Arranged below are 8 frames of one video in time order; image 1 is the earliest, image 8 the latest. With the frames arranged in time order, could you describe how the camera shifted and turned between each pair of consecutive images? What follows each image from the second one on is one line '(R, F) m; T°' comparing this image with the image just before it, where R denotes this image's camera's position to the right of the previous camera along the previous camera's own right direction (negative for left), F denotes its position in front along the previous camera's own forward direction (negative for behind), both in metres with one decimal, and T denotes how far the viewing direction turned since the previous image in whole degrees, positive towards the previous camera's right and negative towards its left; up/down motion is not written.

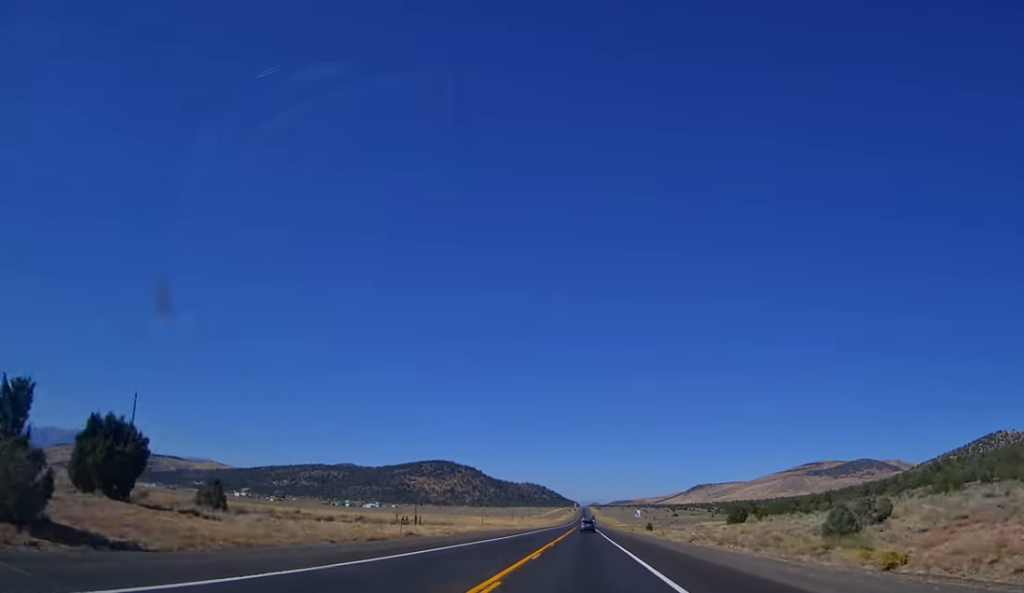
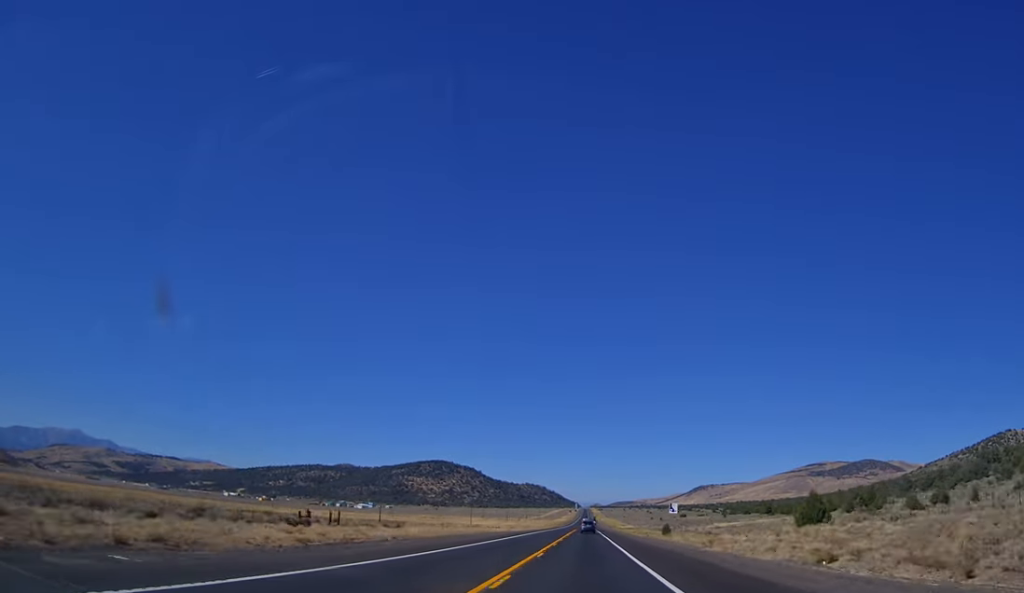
(0.0, +34.9) m; 0°
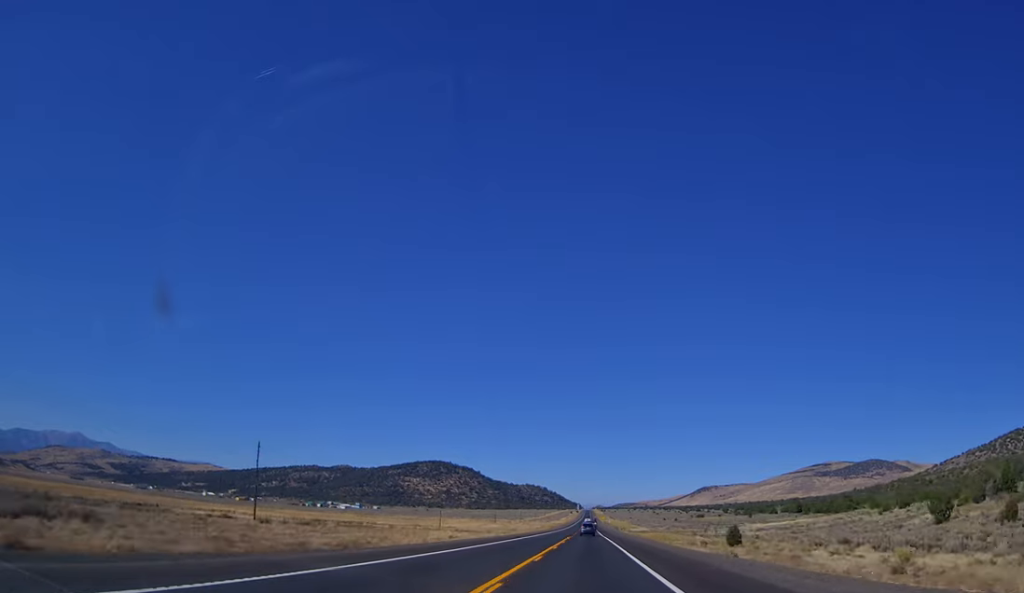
(+0.2, +63.8) m; 0°
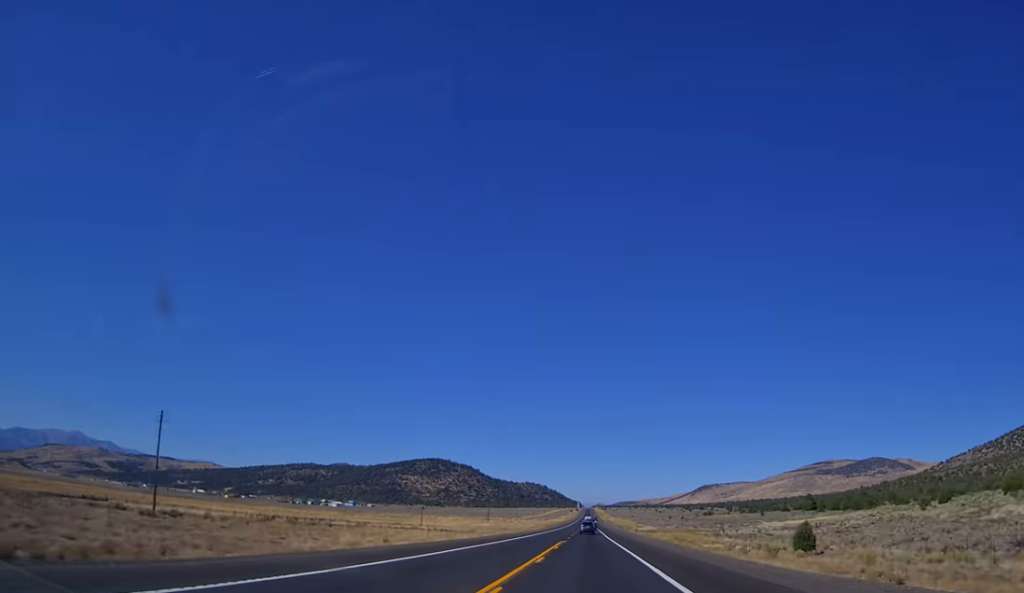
(0.0, +25.5) m; 0°
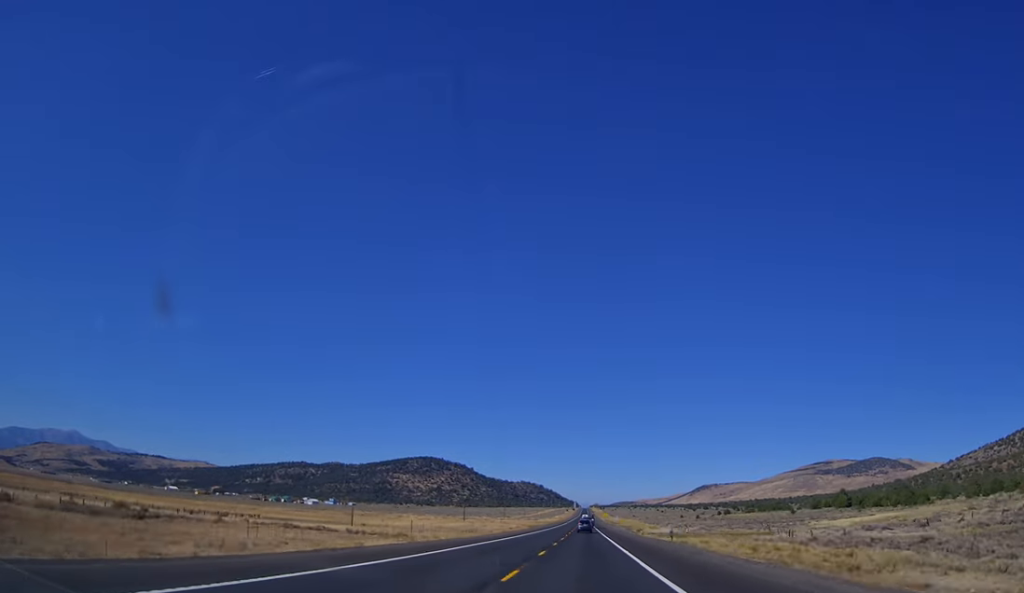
(-0.3, +56.4) m; -1°
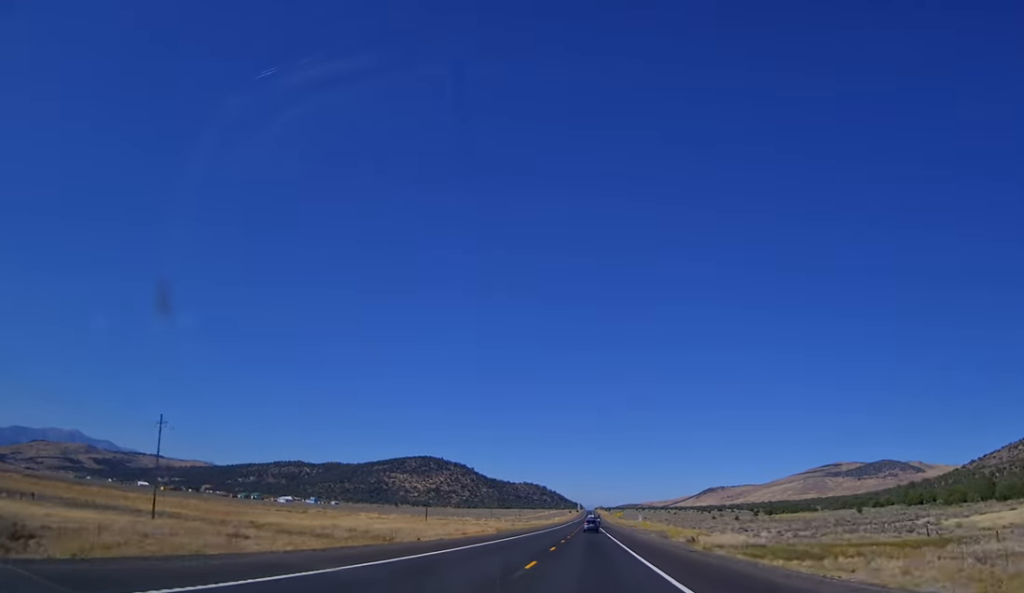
(-0.3, +69.5) m; 0°
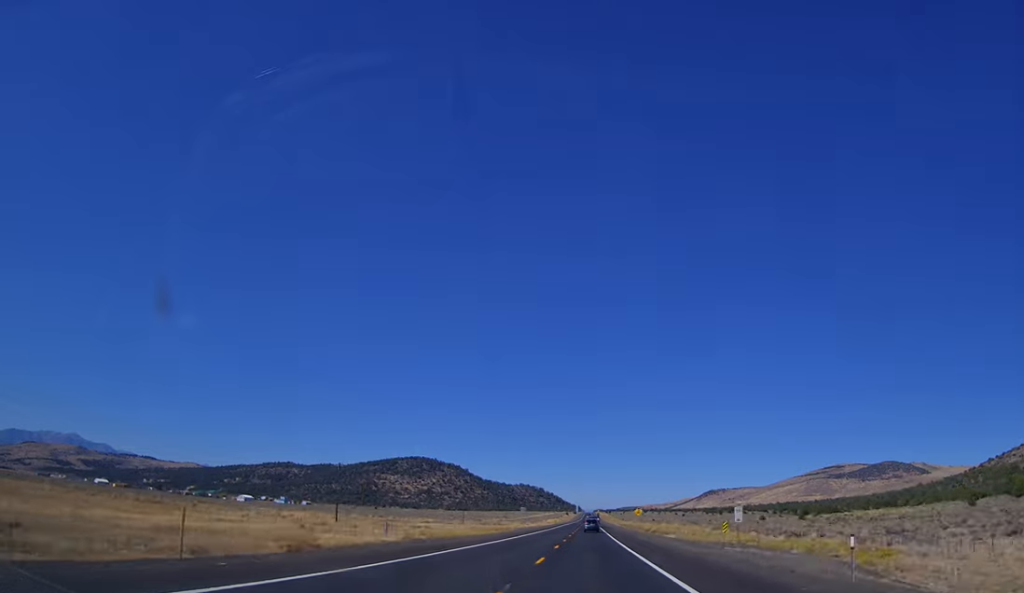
(+0.1, +71.5) m; 0°
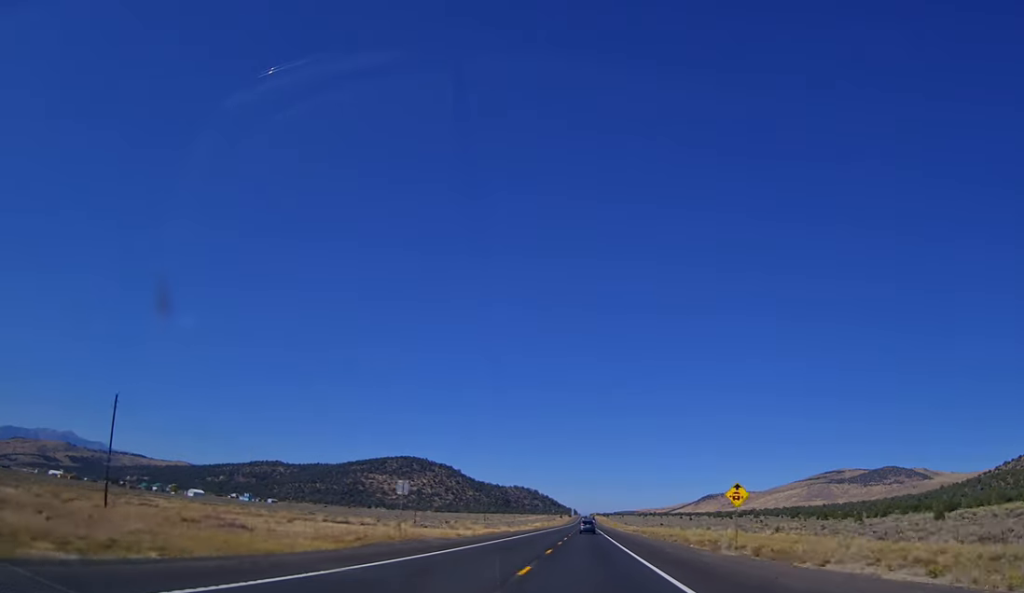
(+0.7, +66.0) m; 0°
